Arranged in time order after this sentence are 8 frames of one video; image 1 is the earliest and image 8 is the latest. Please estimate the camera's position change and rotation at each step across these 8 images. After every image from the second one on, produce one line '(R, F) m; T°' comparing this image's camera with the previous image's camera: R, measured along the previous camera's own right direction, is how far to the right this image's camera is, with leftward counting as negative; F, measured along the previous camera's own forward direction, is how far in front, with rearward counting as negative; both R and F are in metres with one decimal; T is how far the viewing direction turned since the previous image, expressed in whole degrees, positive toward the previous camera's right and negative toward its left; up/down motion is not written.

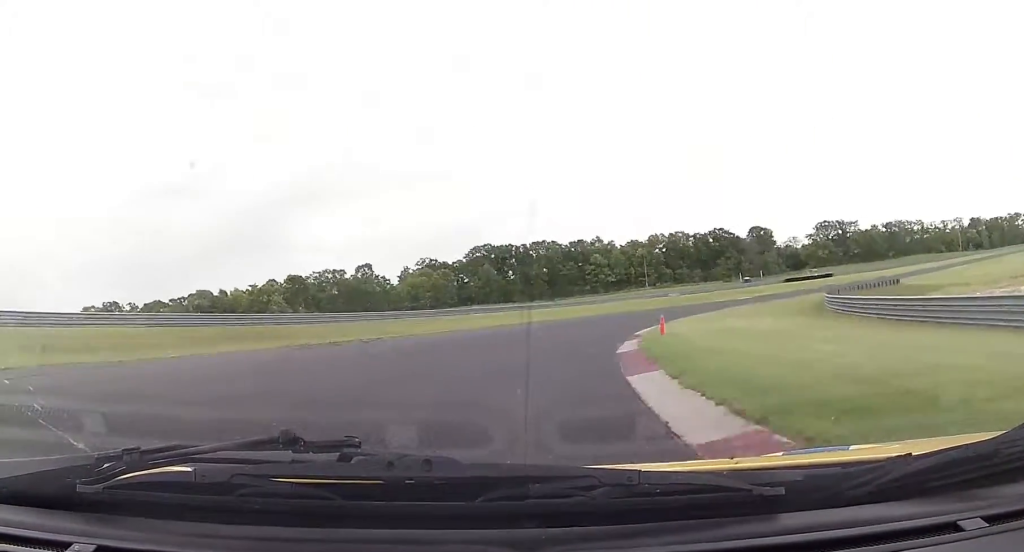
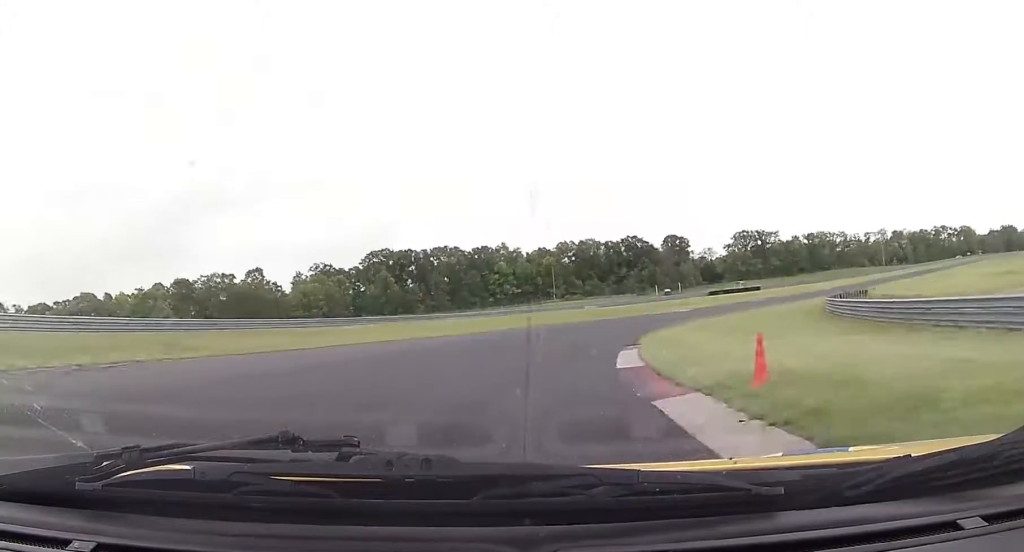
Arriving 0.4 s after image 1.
(0.0, +14.7) m; +8°
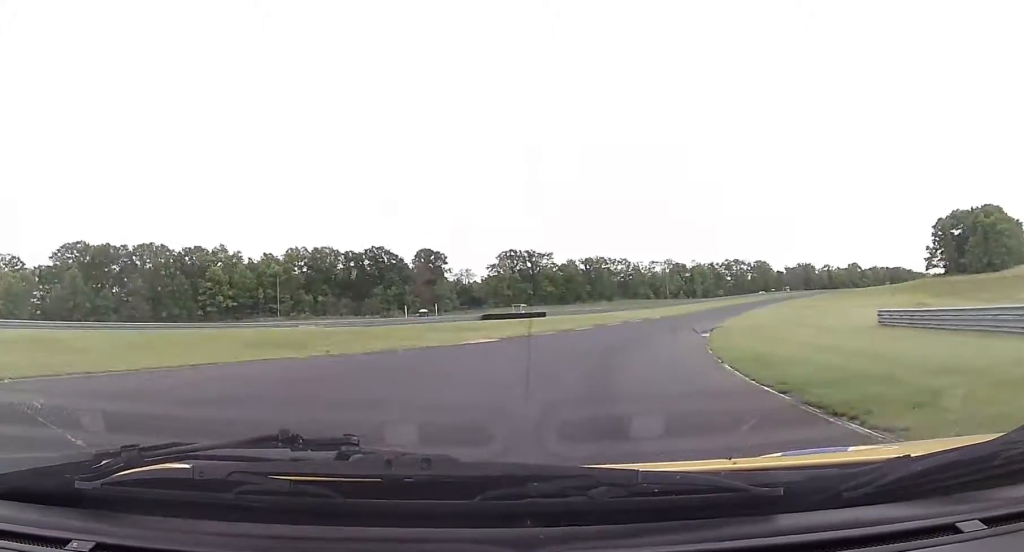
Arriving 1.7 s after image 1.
(+8.7, +42.7) m; +20°
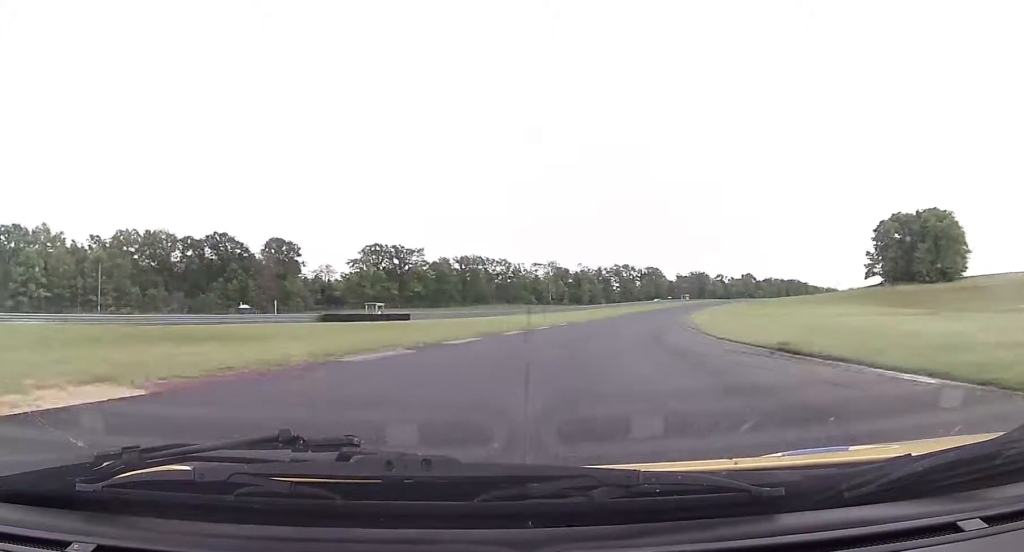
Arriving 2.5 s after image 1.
(+2.7, +29.4) m; +12°
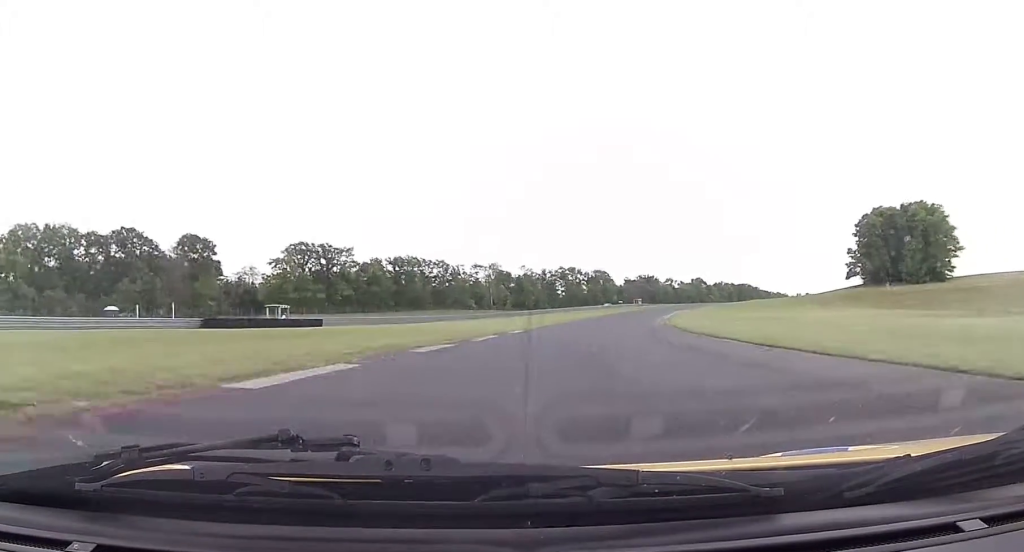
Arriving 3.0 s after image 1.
(+2.2, +18.5) m; +5°
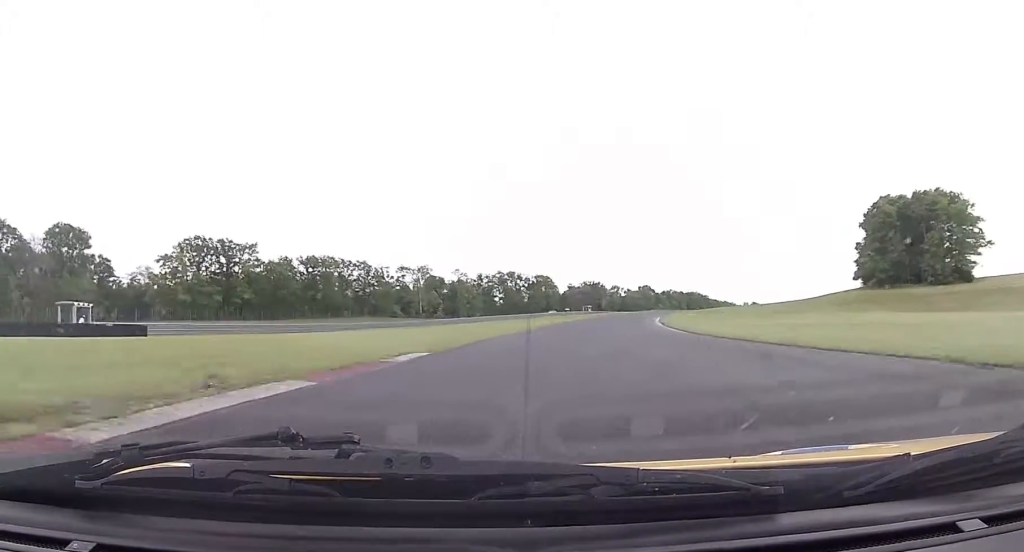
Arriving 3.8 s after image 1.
(+2.0, +28.9) m; +6°
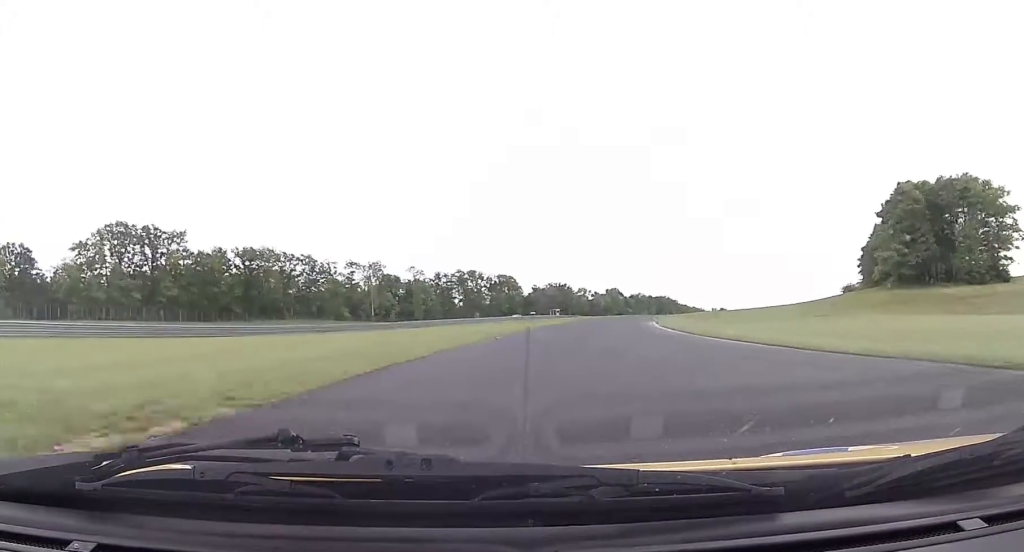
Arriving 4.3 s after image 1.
(+0.2, +19.4) m; +3°
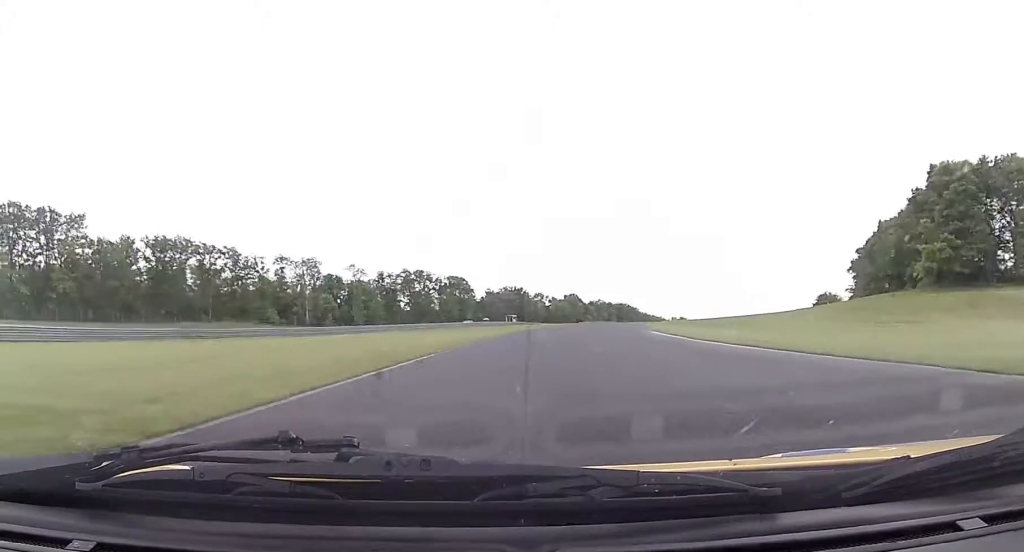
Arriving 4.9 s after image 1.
(+0.8, +22.5) m; +4°
